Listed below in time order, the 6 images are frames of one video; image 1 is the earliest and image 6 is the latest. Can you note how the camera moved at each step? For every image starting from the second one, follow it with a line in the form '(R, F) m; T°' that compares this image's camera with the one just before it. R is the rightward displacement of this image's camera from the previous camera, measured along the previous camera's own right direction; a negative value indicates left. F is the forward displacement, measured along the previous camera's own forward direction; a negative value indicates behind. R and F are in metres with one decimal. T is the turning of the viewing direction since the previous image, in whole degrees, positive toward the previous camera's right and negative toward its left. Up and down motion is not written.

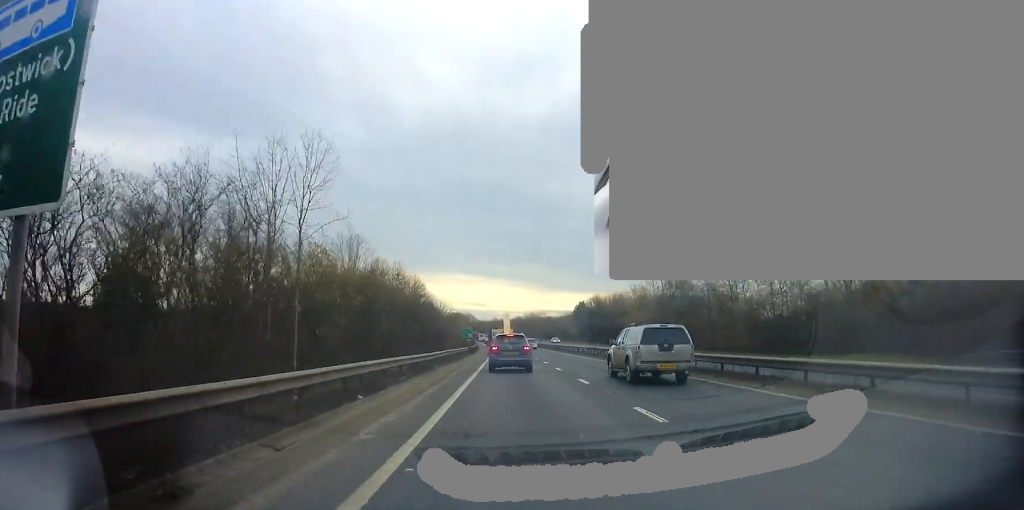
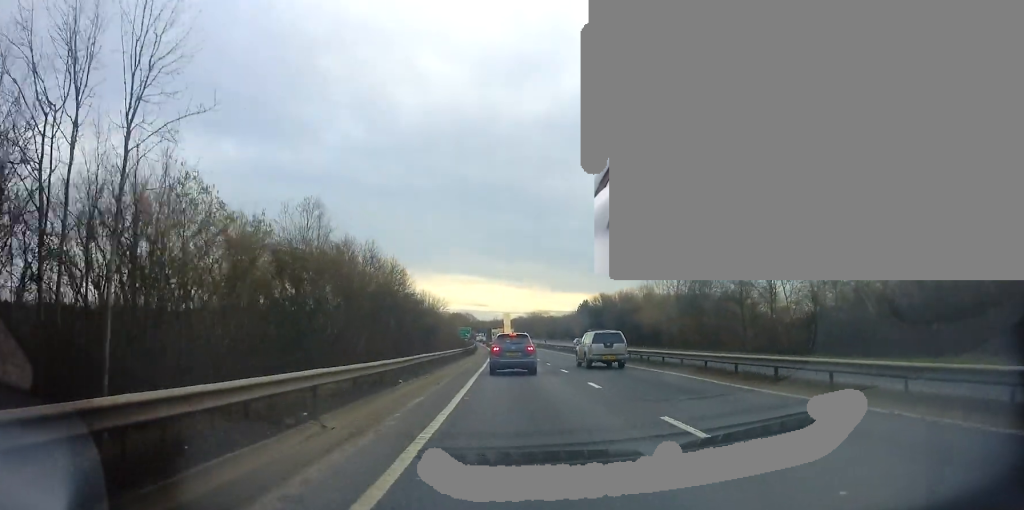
(+0.1, +10.5) m; 0°
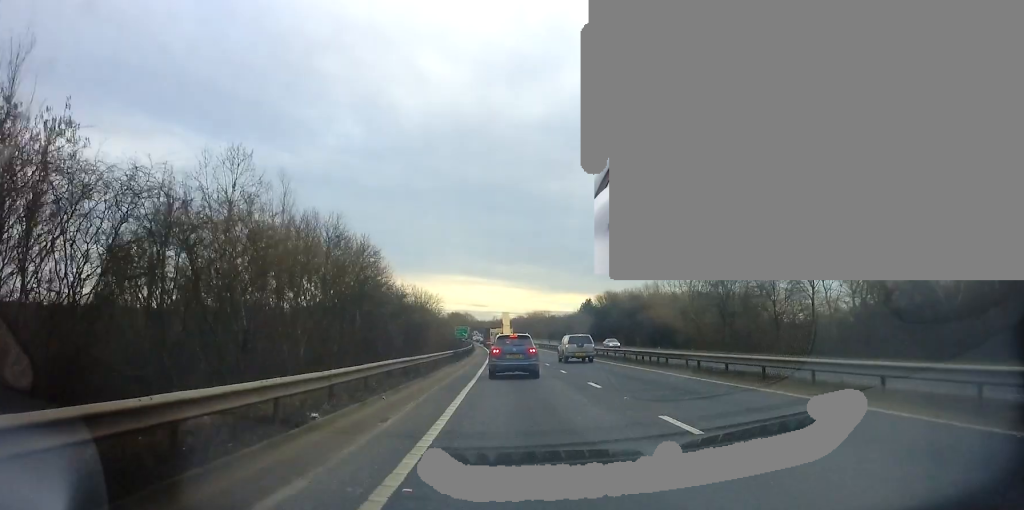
(-0.1, +8.5) m; -1°
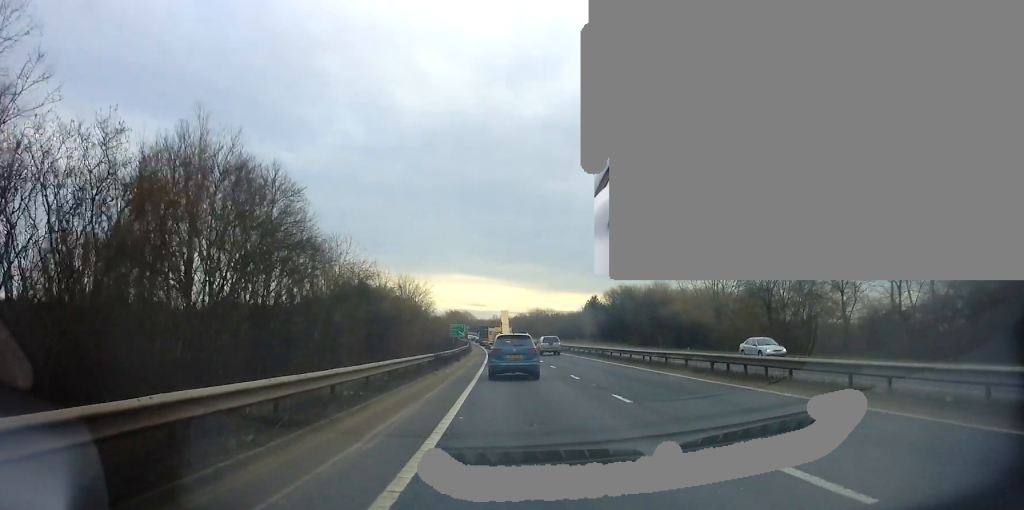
(-0.1, +13.0) m; +2°
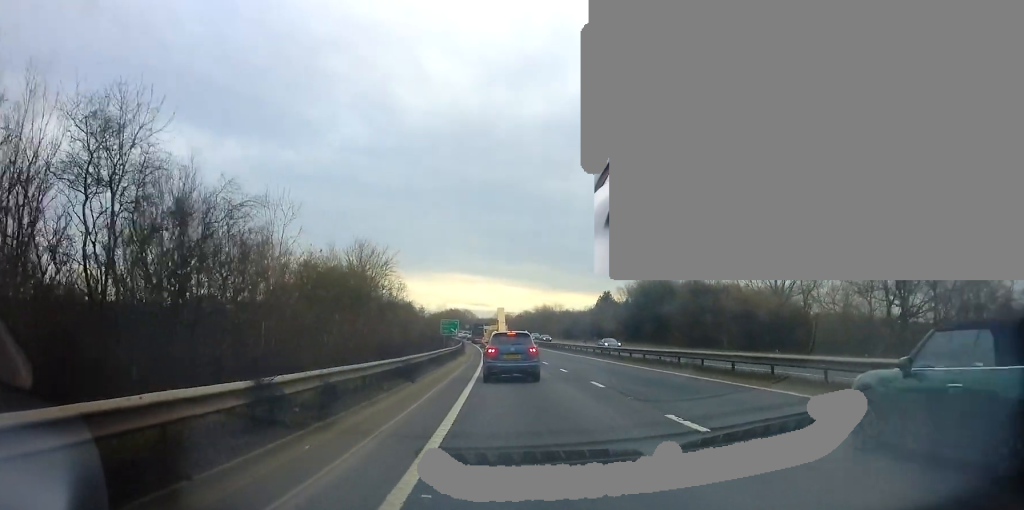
(-0.4, +22.6) m; -2°
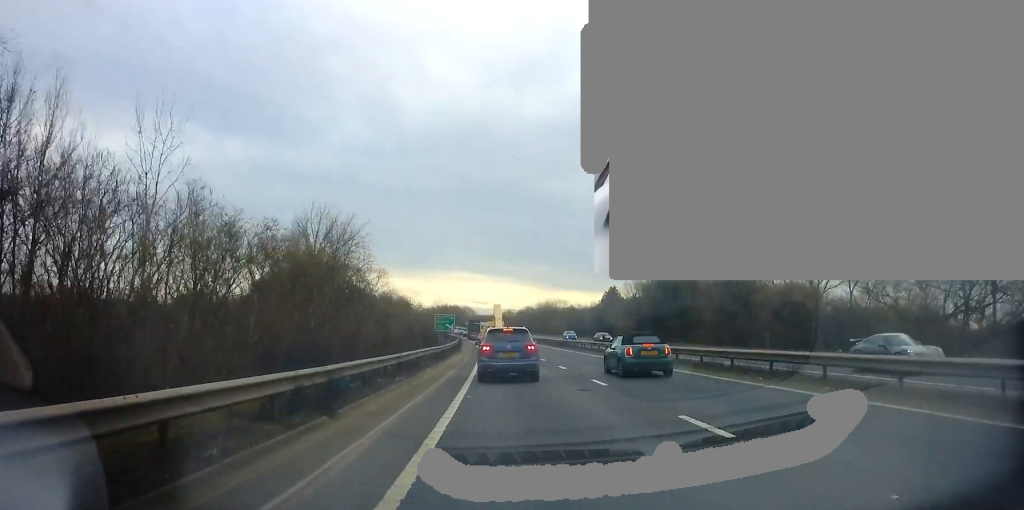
(+0.4, +9.3) m; +2°
